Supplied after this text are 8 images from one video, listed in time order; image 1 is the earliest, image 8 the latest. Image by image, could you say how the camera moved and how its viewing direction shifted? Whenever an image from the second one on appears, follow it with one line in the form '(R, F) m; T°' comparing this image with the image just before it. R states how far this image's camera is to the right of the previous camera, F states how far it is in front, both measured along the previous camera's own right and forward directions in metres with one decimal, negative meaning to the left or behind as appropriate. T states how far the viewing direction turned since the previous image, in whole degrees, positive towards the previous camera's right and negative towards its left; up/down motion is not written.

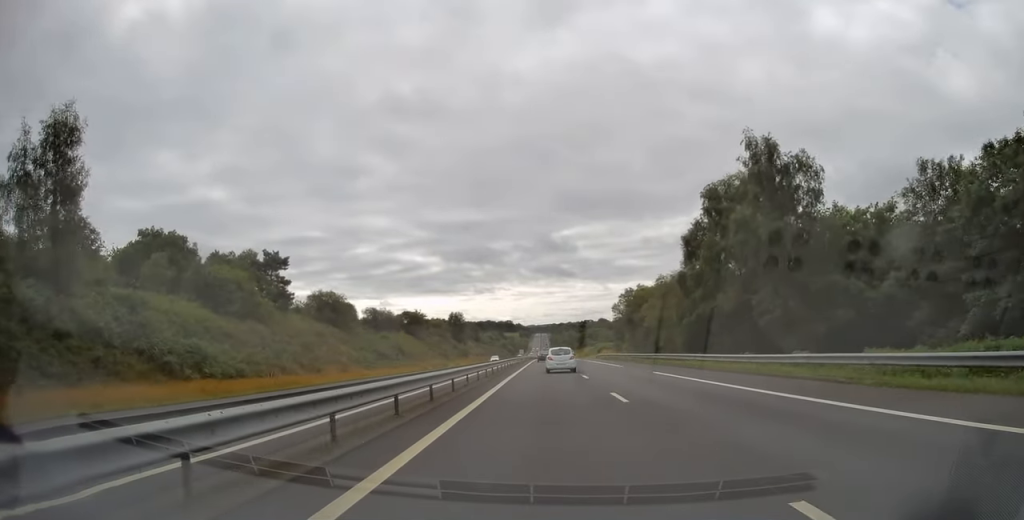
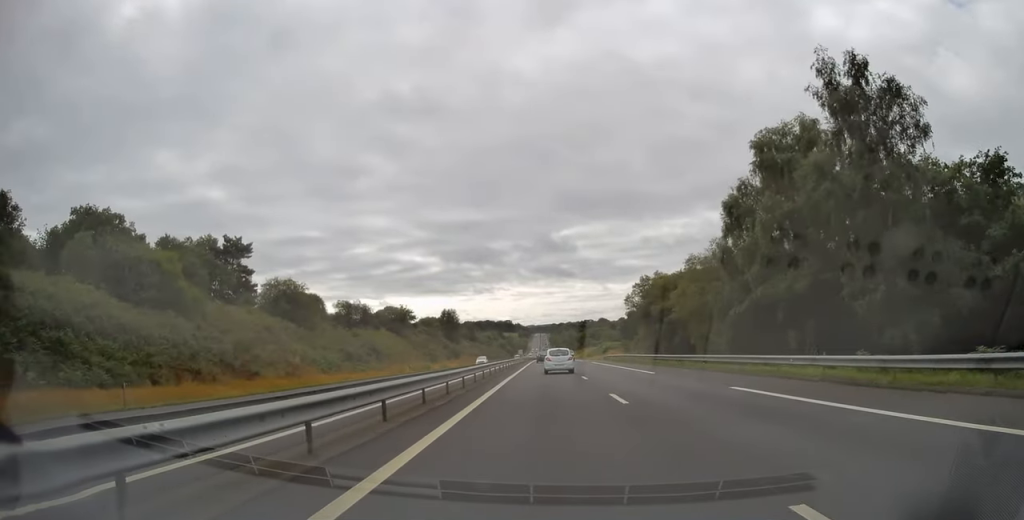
(0.0, +12.9) m; 0°
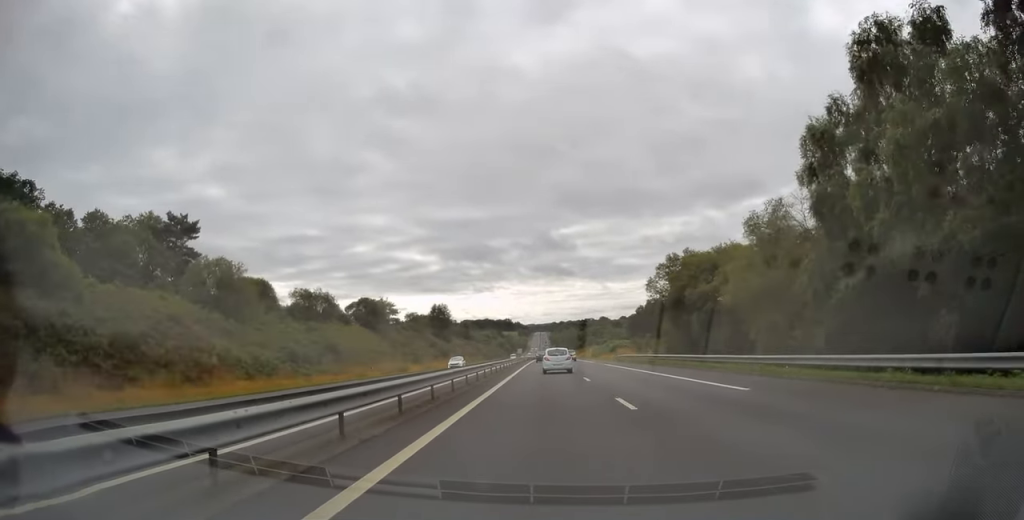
(0.0, +14.5) m; 0°
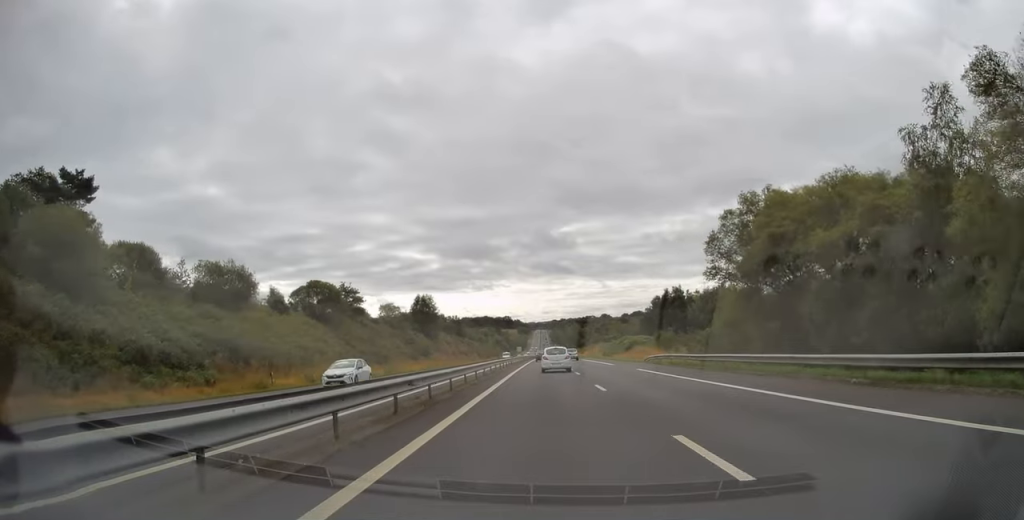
(0.0, +20.1) m; 0°
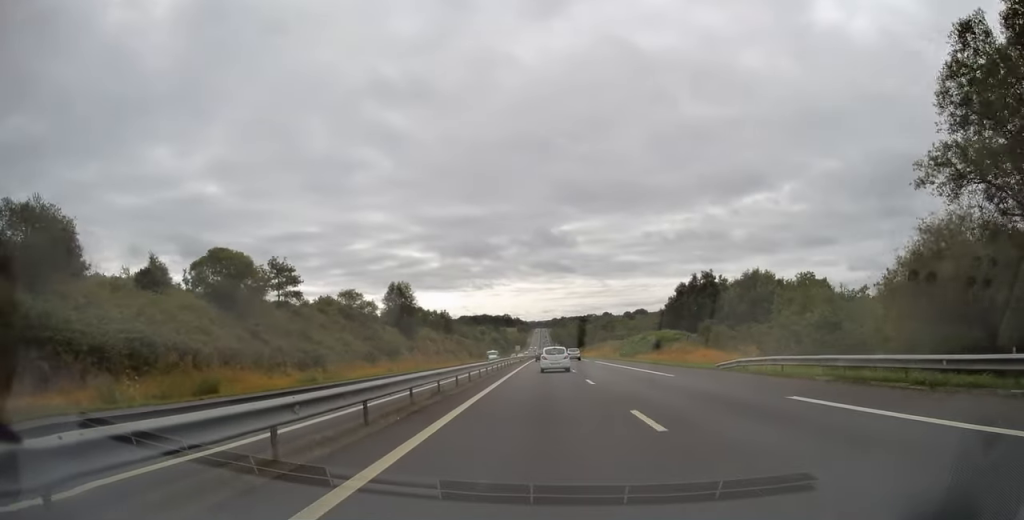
(0.0, +22.2) m; 0°
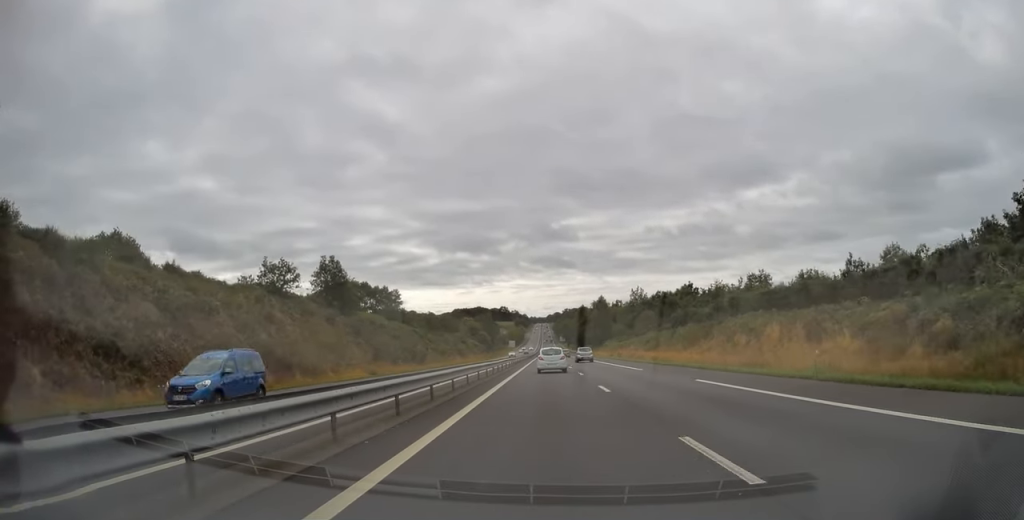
(-0.6, +94.4) m; -1°
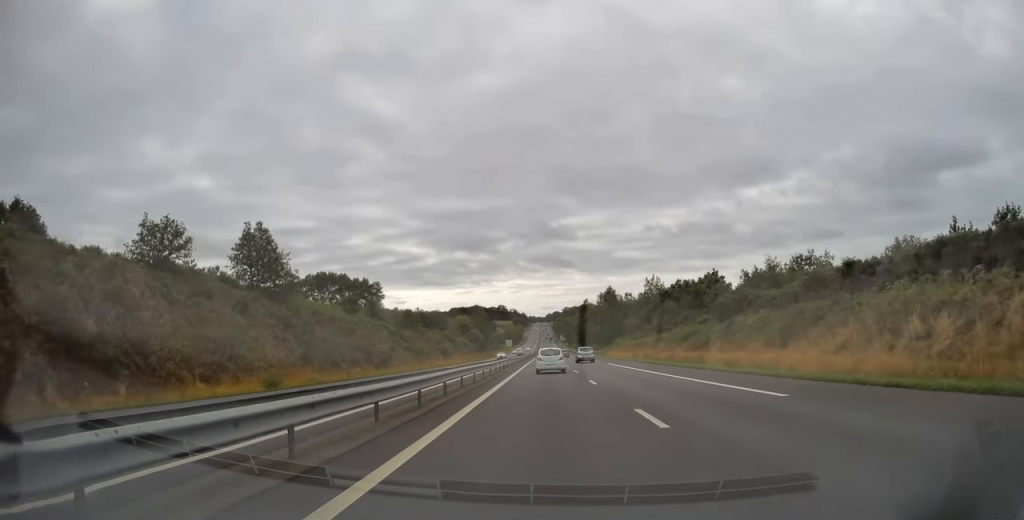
(0.0, +21.5) m; 0°
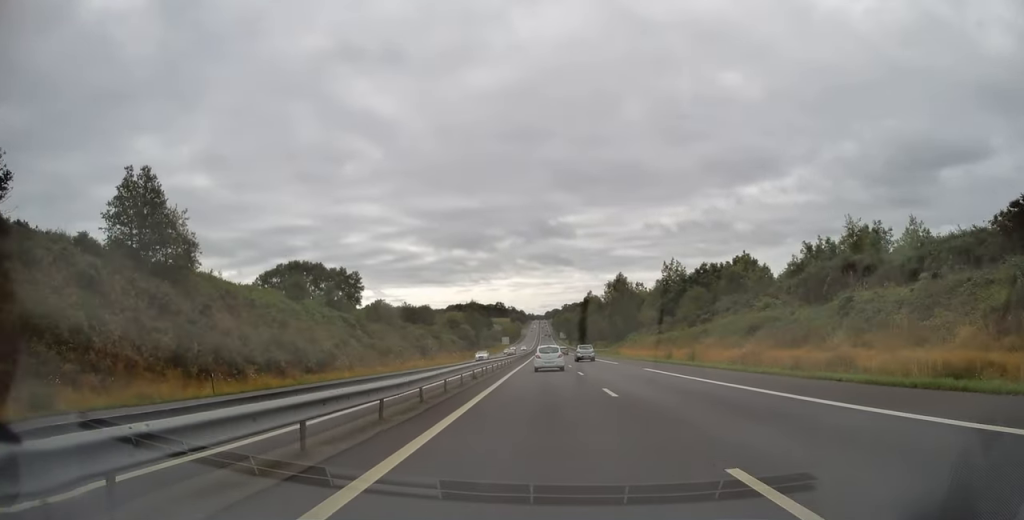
(0.0, +19.5) m; 0°
